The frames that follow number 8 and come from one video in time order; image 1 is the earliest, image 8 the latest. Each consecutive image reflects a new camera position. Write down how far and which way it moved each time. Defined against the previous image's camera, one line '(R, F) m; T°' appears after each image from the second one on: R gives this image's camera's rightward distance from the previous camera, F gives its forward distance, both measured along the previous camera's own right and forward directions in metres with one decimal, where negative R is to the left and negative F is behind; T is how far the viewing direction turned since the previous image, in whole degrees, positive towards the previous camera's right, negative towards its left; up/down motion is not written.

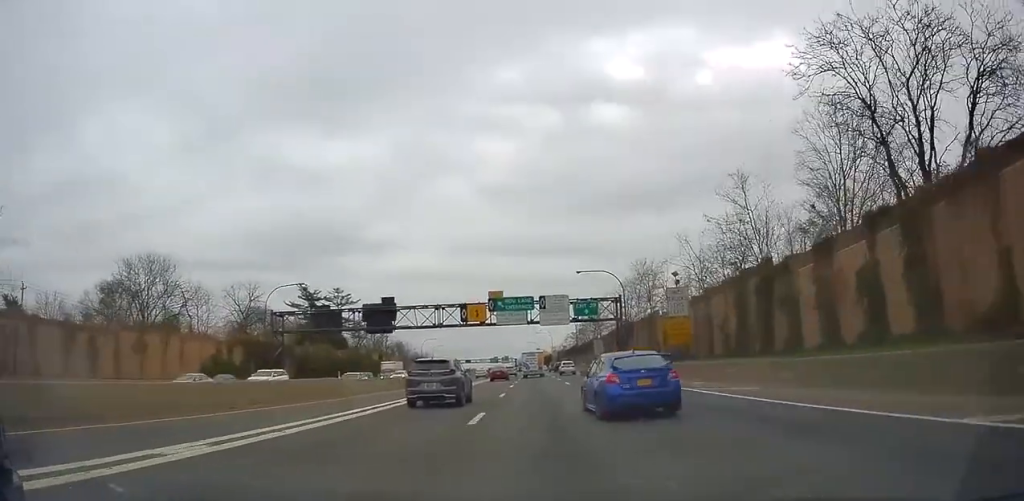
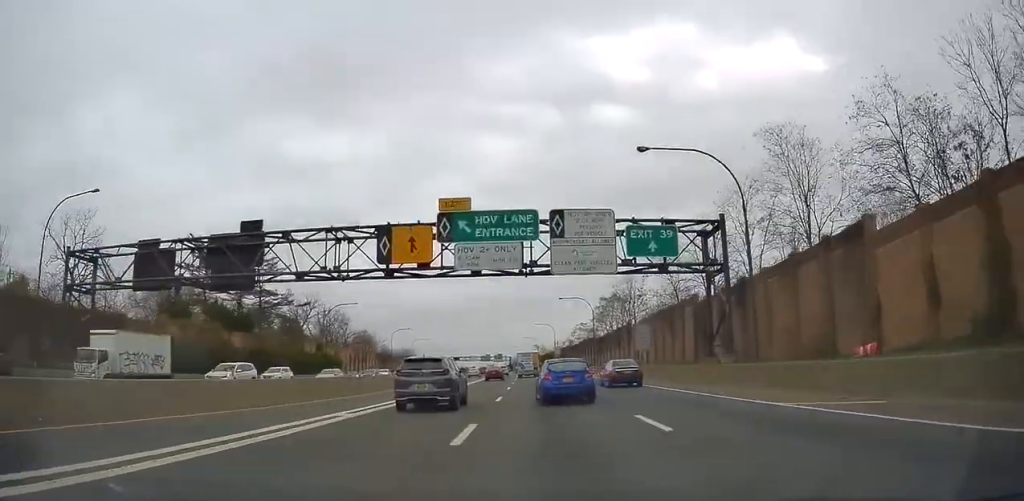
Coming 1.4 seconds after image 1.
(-0.7, +39.7) m; -1°
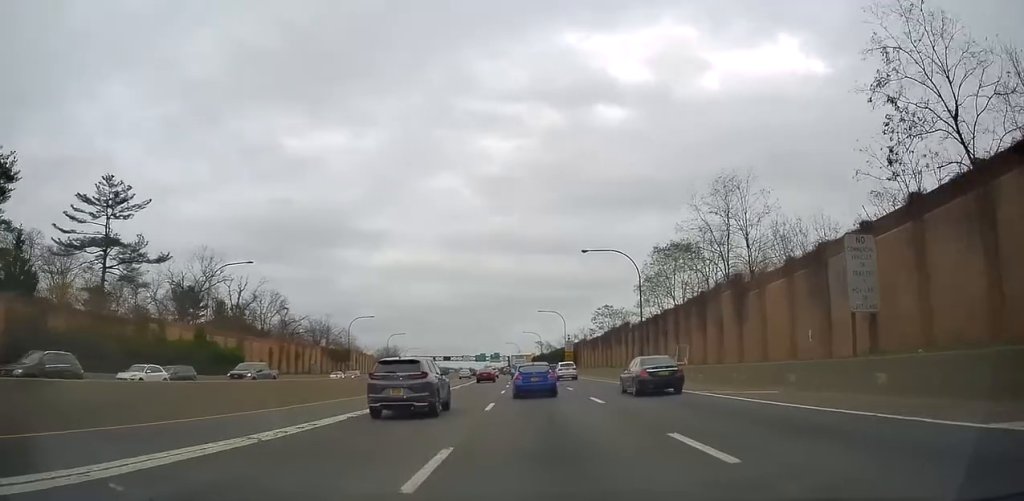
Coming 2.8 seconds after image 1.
(+0.6, +39.6) m; +1°
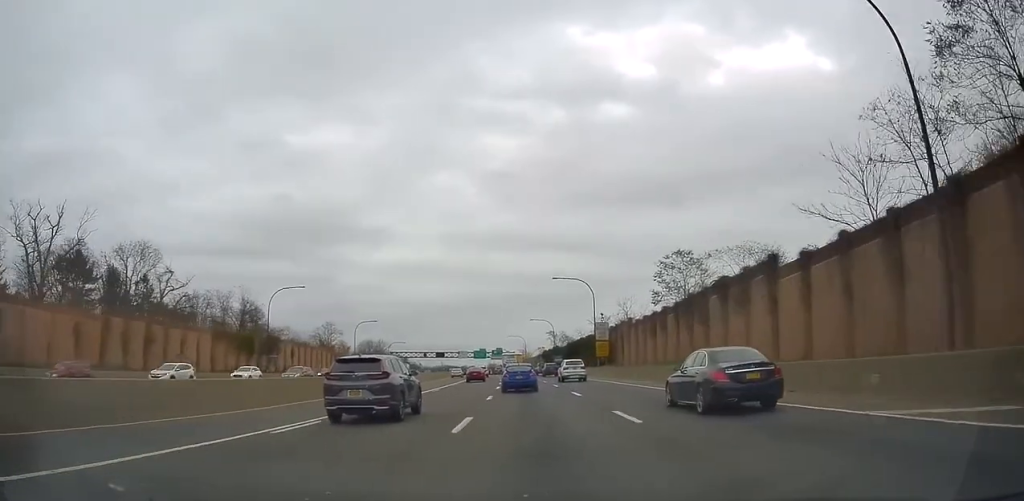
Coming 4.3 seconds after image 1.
(-0.6, +42.0) m; -1°
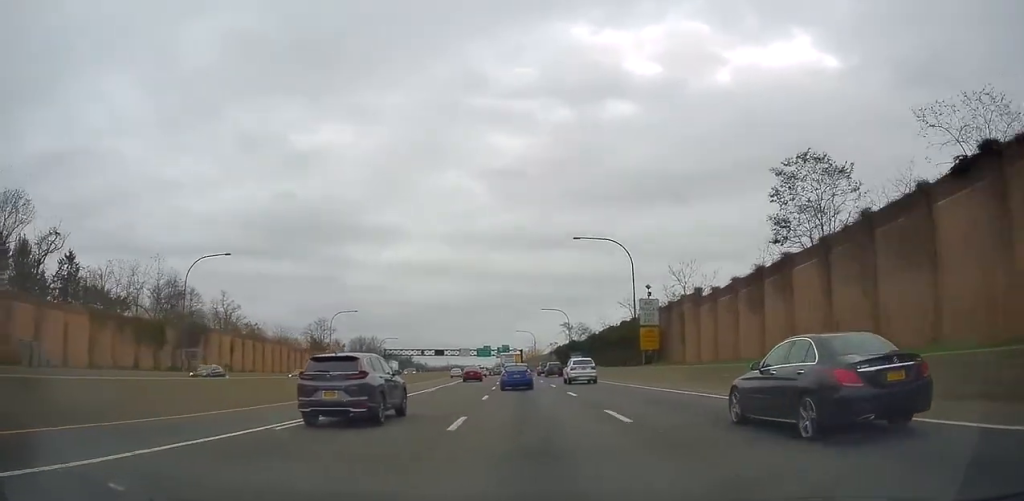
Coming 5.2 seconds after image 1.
(0.0, +23.5) m; 0°
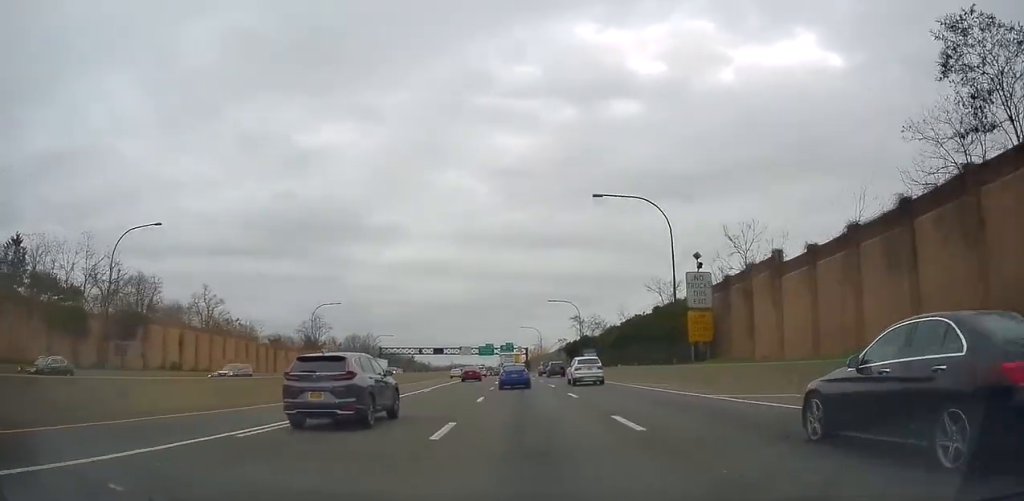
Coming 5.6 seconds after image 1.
(0.0, +13.2) m; 0°
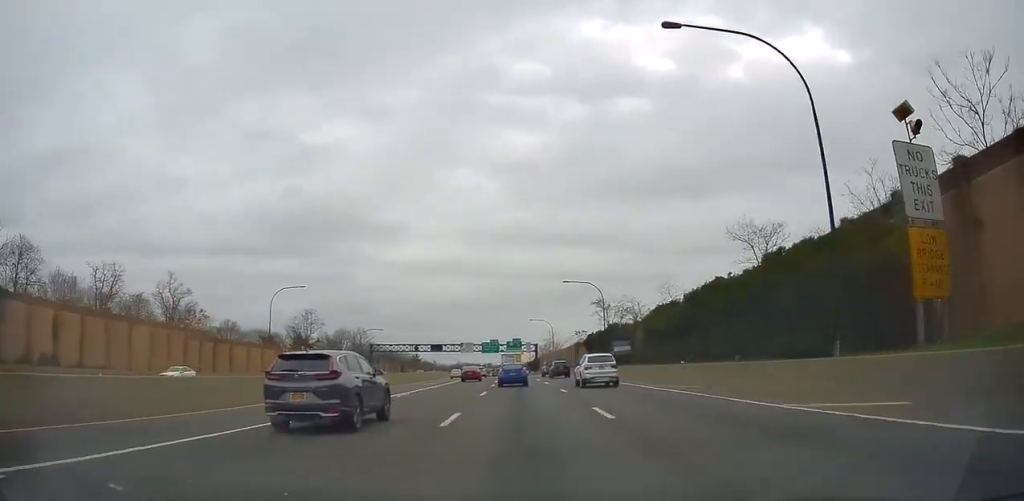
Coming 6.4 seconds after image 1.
(0.0, +21.3) m; 0°
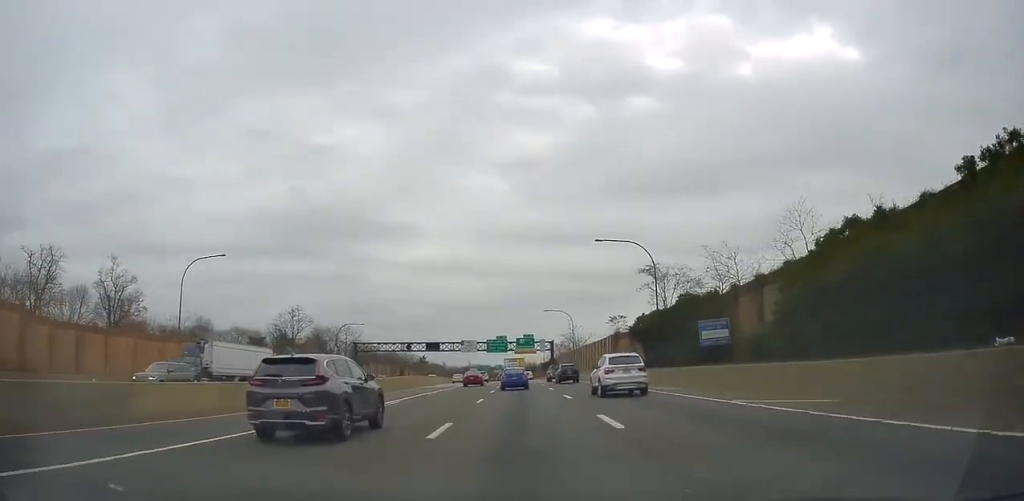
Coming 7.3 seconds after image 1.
(-0.1, +27.0) m; -1°
